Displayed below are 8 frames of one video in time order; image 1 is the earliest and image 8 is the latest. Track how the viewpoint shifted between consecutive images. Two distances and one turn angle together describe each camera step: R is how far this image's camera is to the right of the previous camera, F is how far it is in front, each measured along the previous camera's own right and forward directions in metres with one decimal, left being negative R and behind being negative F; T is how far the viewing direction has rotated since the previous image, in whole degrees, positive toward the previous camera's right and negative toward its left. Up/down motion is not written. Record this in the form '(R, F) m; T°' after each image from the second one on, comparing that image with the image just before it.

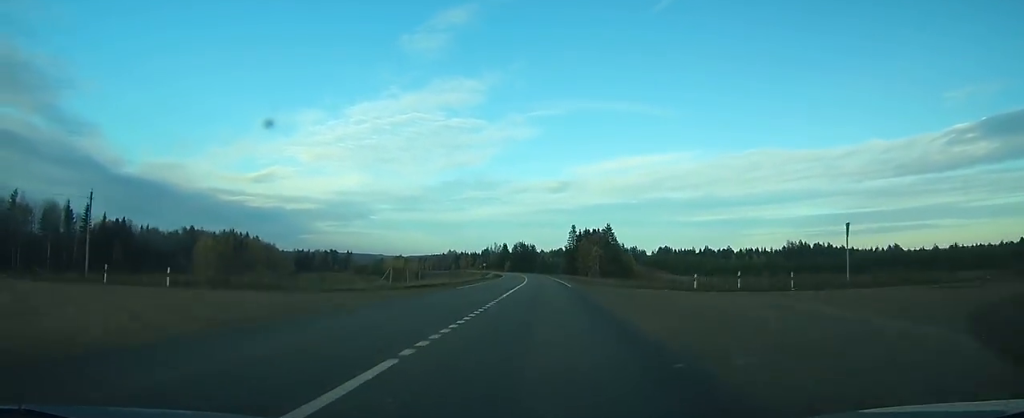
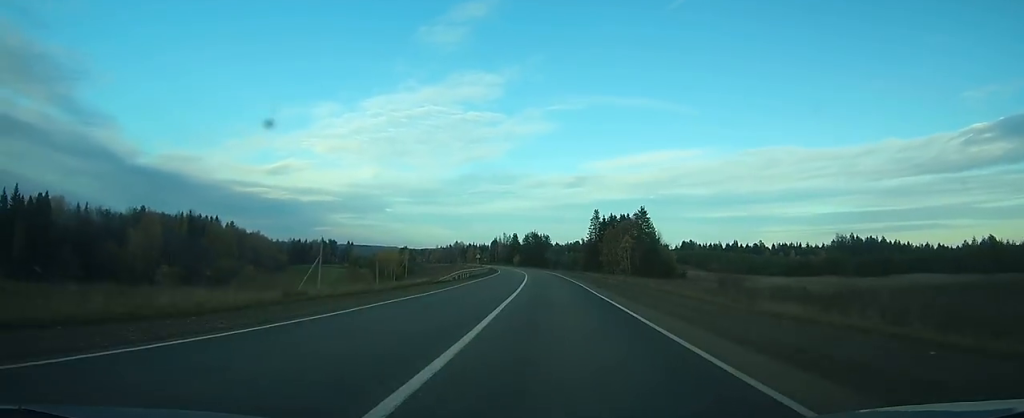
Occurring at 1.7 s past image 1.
(-0.3, +46.5) m; -1°
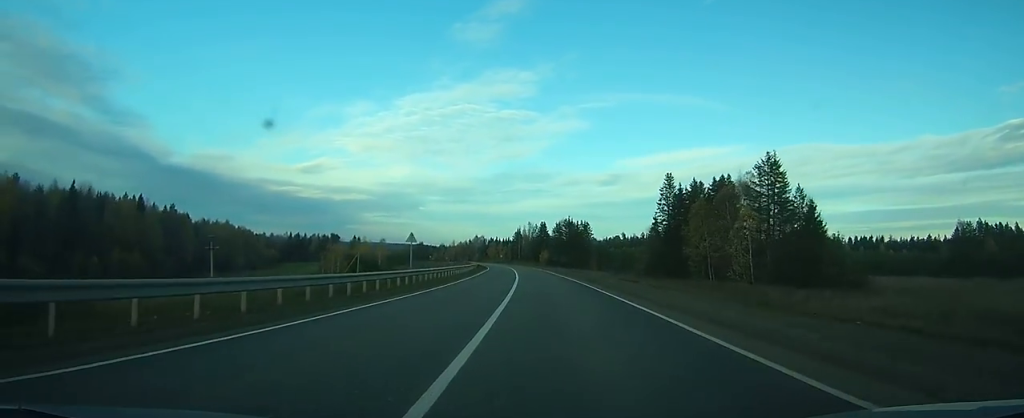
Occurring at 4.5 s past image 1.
(-1.4, +78.3) m; -3°
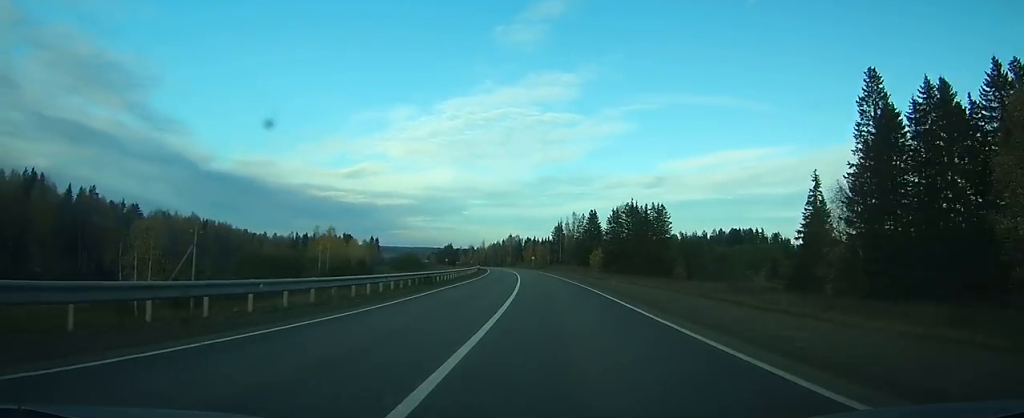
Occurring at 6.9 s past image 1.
(-1.8, +69.4) m; -4°
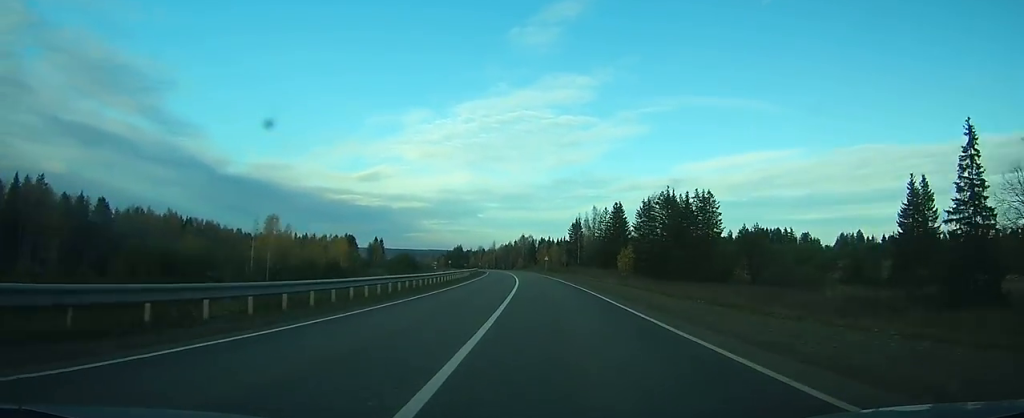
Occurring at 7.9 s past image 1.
(-0.7, +28.2) m; -2°
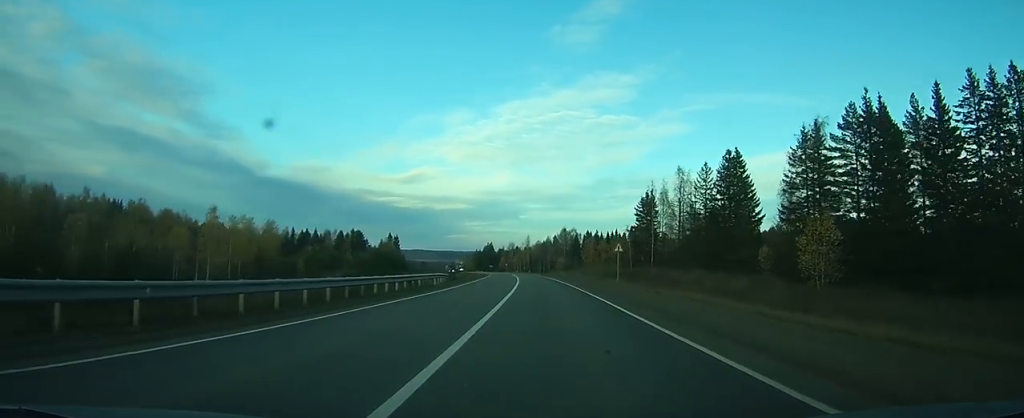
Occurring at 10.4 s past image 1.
(-2.2, +69.0) m; -4°
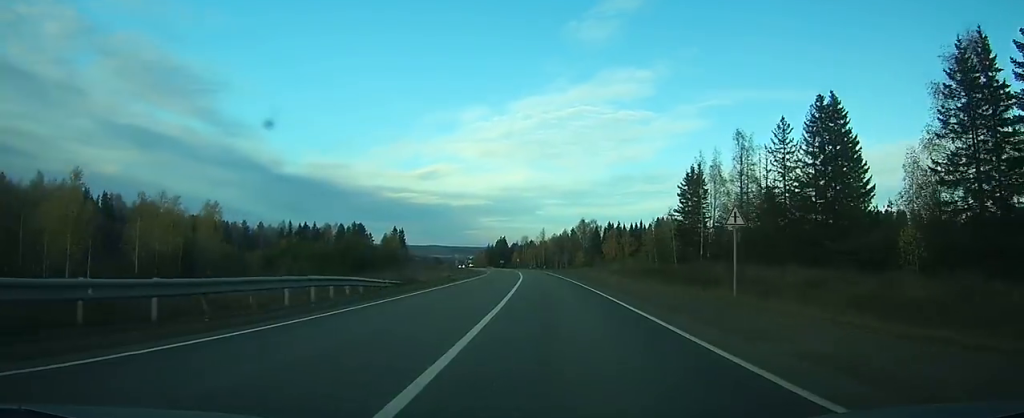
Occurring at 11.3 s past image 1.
(-0.3, +26.0) m; -2°
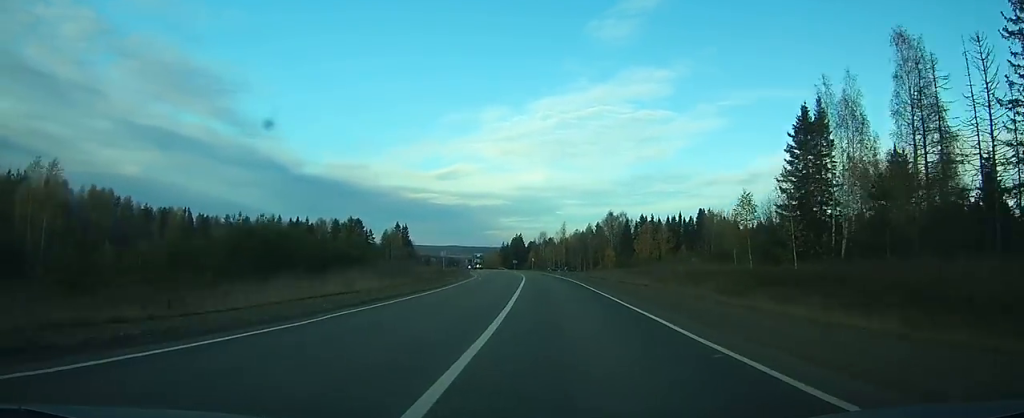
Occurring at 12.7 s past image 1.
(-0.7, +37.0) m; -2°
